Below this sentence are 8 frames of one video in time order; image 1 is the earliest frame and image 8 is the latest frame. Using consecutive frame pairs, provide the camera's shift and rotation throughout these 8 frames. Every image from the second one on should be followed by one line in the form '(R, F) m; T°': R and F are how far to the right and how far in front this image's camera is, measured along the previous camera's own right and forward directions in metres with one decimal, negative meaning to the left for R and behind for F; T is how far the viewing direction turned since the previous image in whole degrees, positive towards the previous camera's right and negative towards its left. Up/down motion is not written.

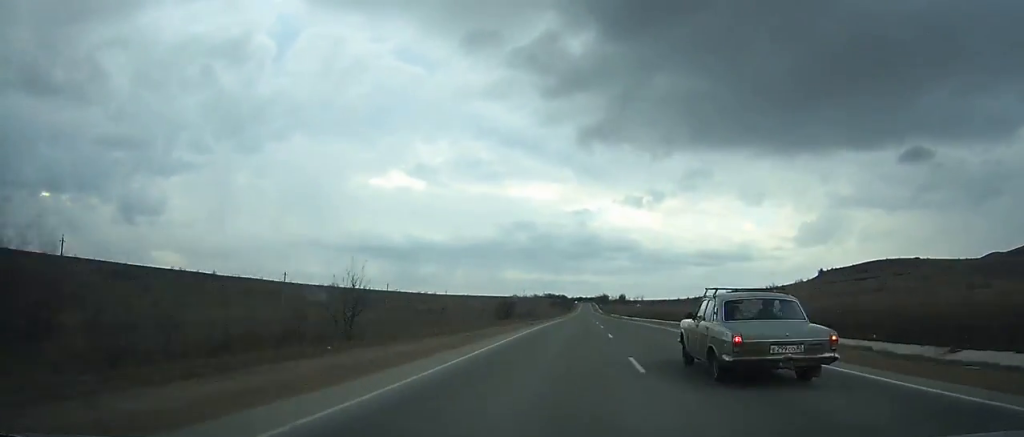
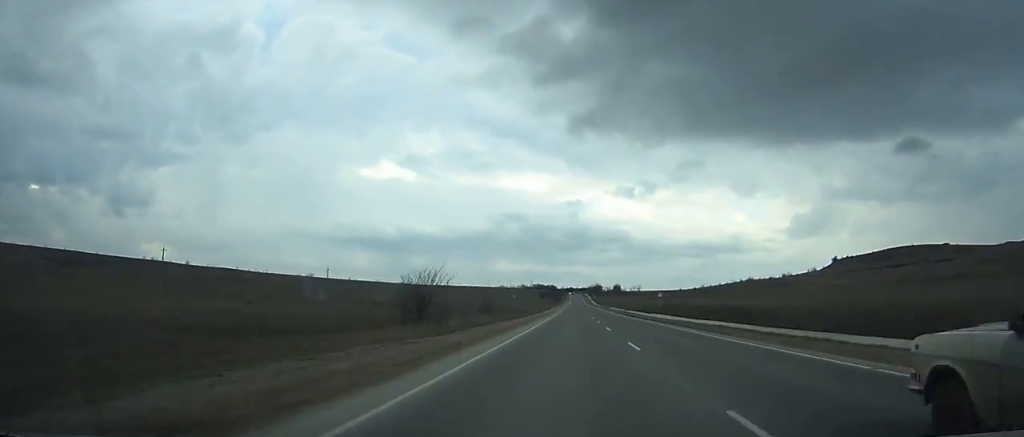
(+0.2, +44.0) m; 0°
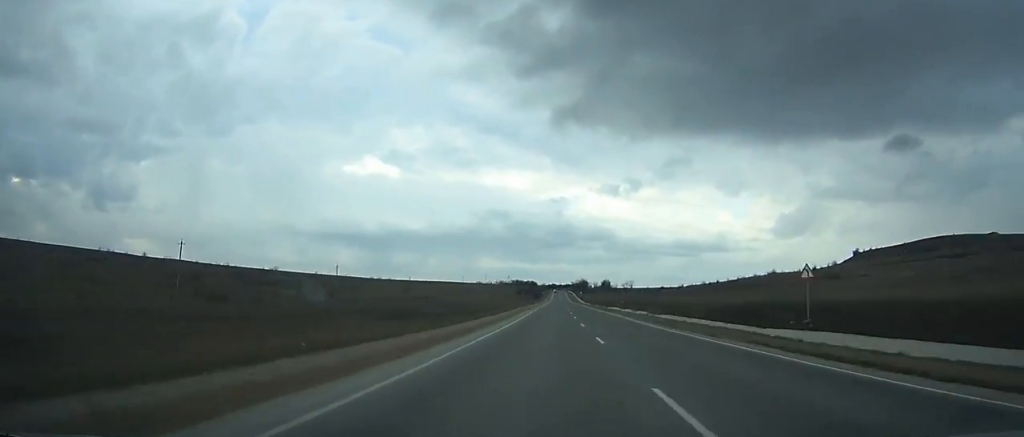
(+0.9, +57.5) m; 0°
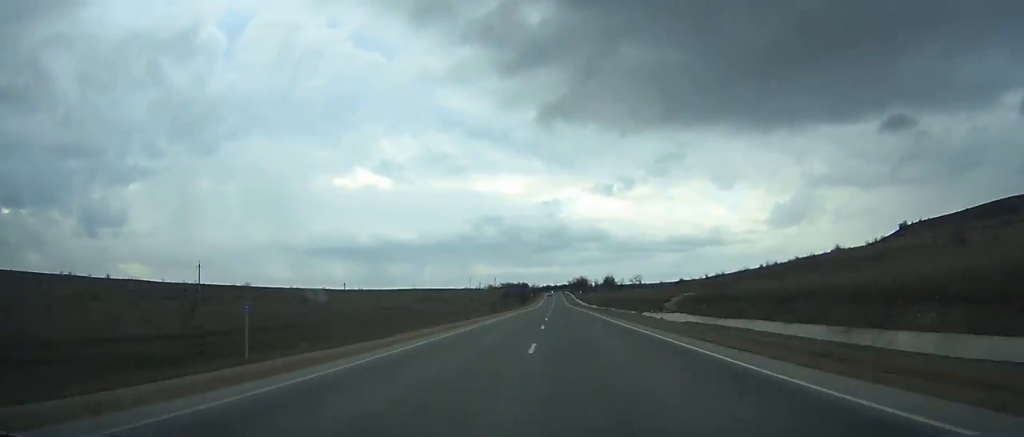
(-0.1, +60.9) m; 0°
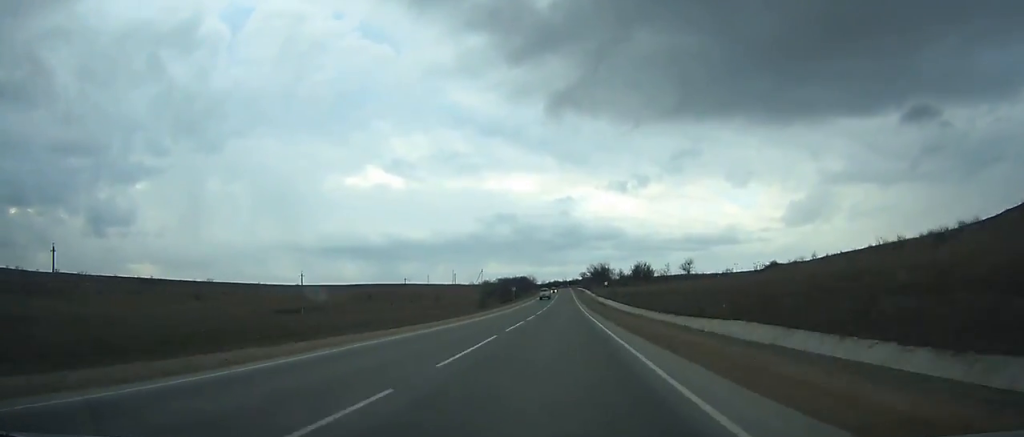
(-1.3, +104.5) m; -1°
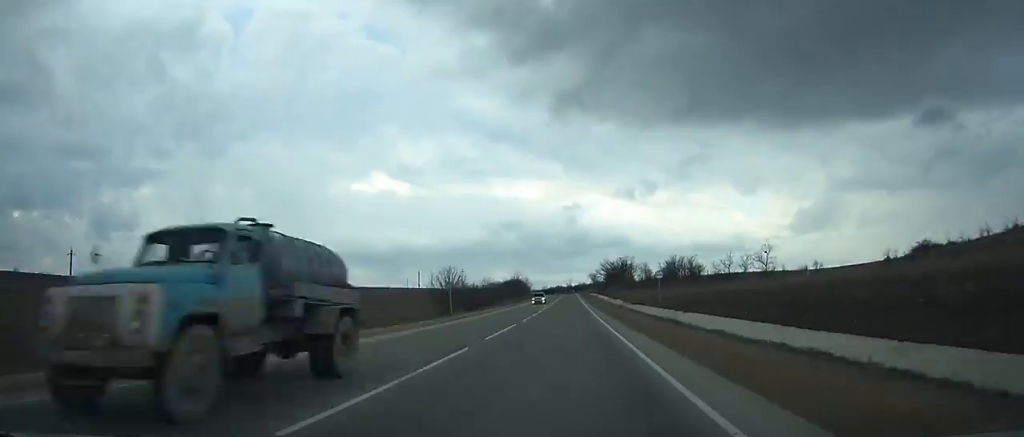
(-0.4, +64.5) m; 0°
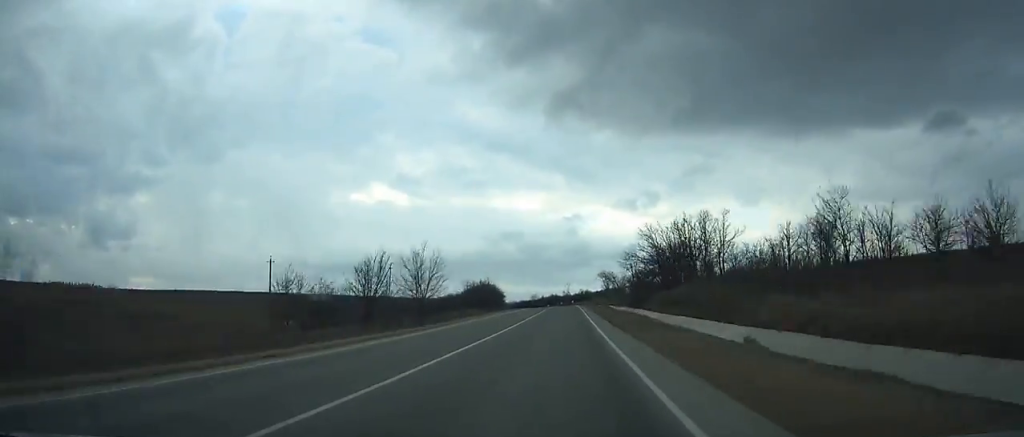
(+0.1, +87.7) m; 0°
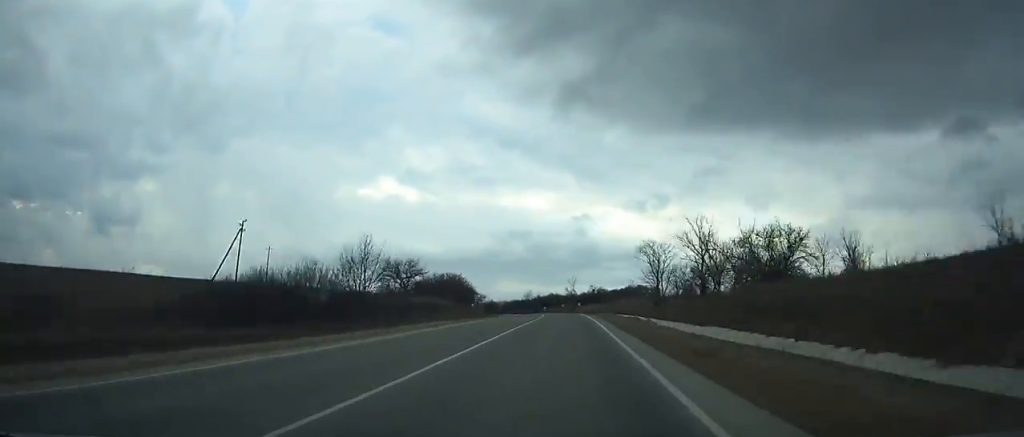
(+0.1, +66.4) m; -1°
